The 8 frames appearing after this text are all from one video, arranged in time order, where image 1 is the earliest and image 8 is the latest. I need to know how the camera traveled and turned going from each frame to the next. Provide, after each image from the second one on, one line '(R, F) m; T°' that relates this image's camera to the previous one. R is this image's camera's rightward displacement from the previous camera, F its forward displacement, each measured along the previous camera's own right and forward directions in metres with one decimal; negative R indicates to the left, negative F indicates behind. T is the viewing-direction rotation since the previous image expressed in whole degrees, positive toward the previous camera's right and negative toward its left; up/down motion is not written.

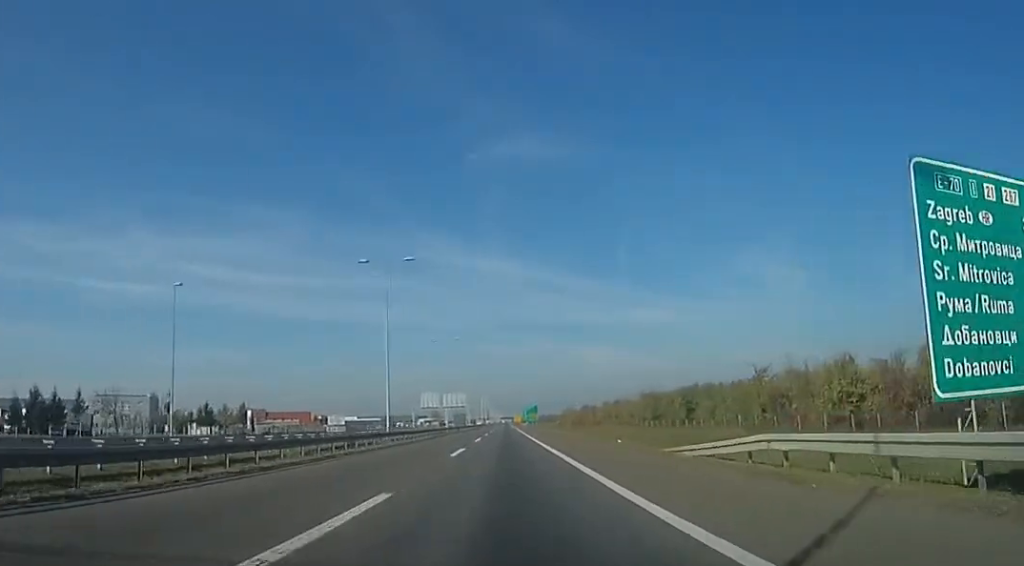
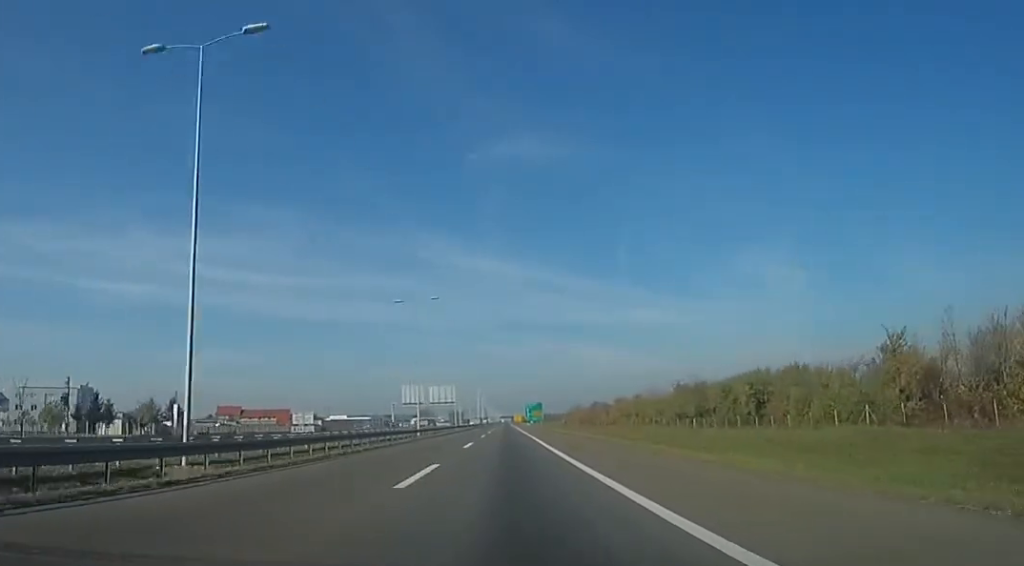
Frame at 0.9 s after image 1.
(+0.2, +29.1) m; +1°
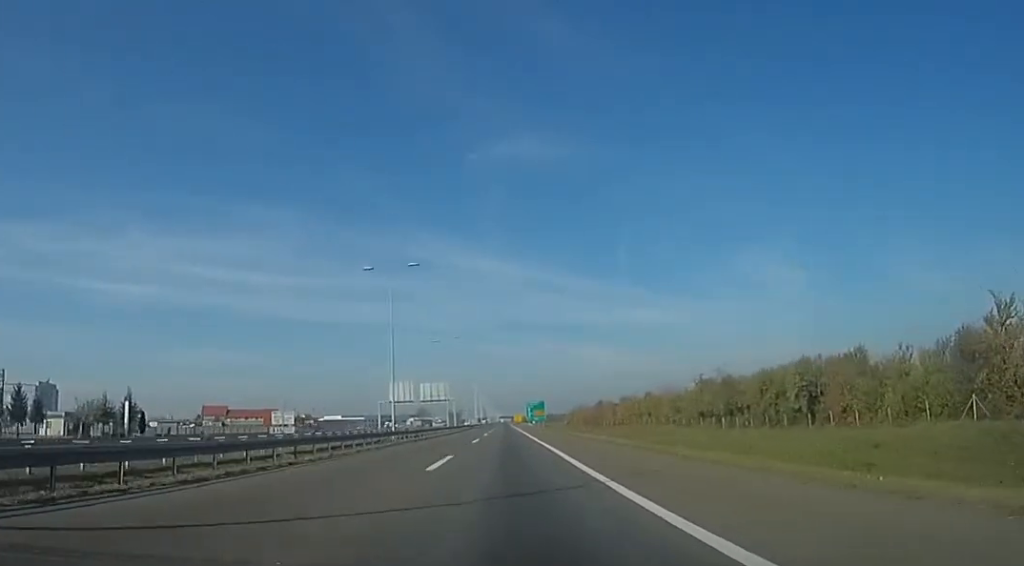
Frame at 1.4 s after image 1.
(+0.4, +13.6) m; 0°
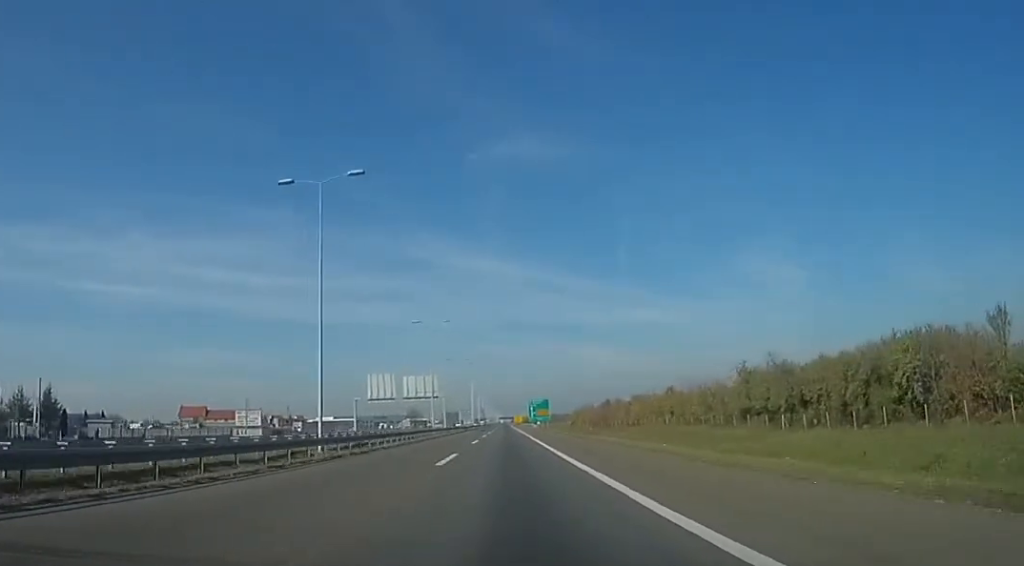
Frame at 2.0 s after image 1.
(-0.1, +18.7) m; 0°
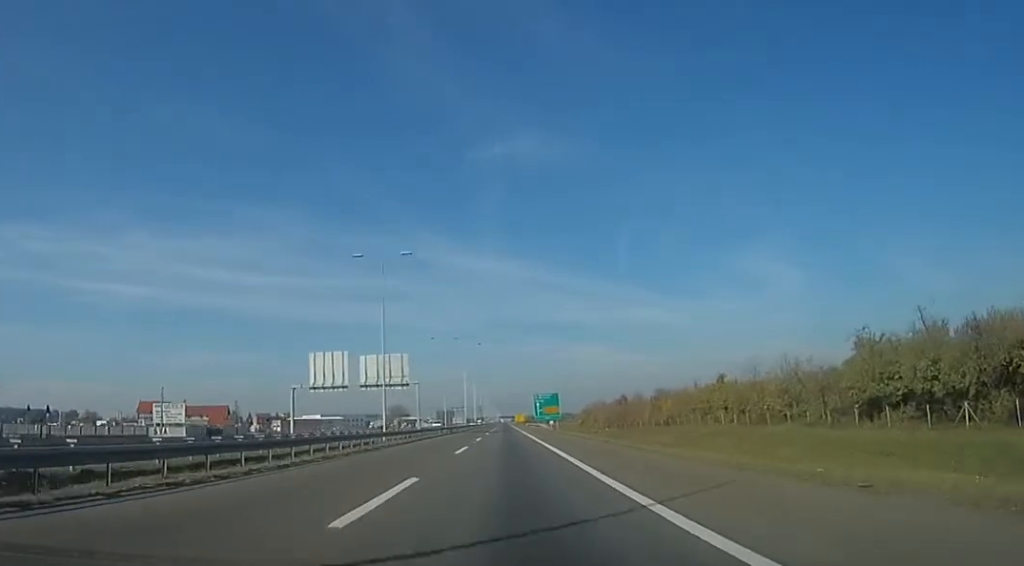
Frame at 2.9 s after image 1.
(-0.4, +29.7) m; 0°
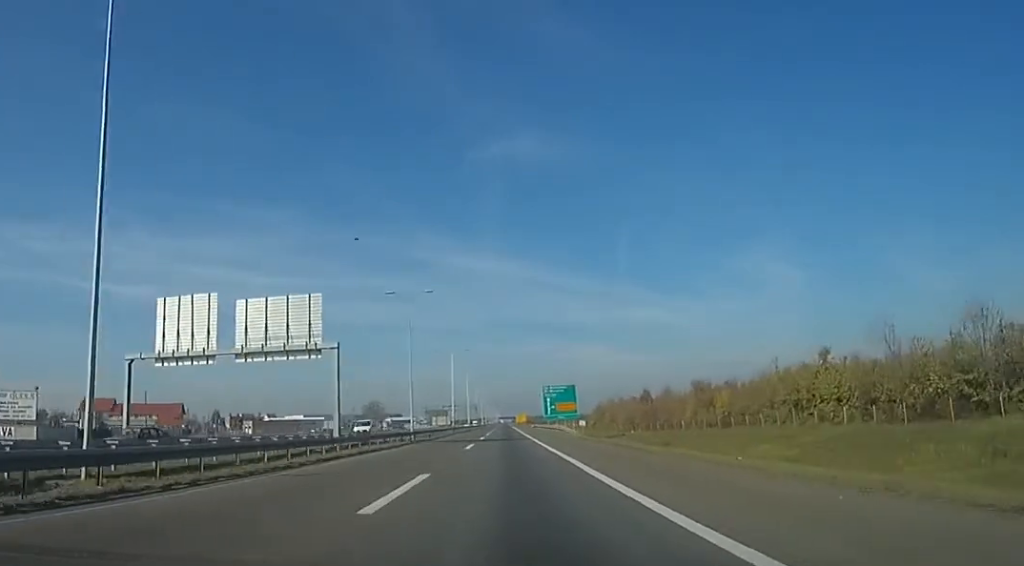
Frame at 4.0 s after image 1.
(+0.5, +32.4) m; 0°
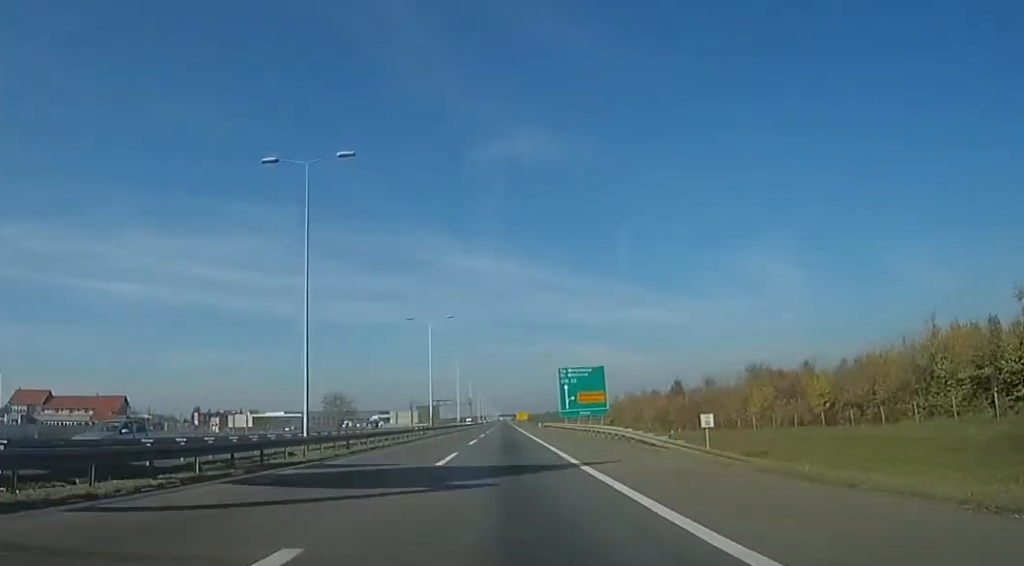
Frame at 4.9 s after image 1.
(-0.4, +30.1) m; -1°
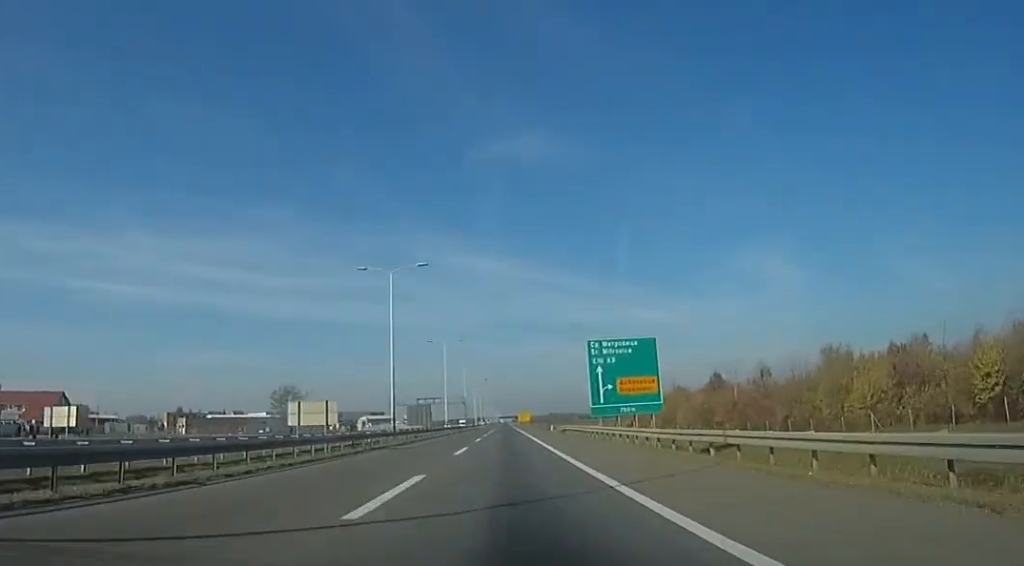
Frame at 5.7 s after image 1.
(0.0, +24.9) m; 0°
